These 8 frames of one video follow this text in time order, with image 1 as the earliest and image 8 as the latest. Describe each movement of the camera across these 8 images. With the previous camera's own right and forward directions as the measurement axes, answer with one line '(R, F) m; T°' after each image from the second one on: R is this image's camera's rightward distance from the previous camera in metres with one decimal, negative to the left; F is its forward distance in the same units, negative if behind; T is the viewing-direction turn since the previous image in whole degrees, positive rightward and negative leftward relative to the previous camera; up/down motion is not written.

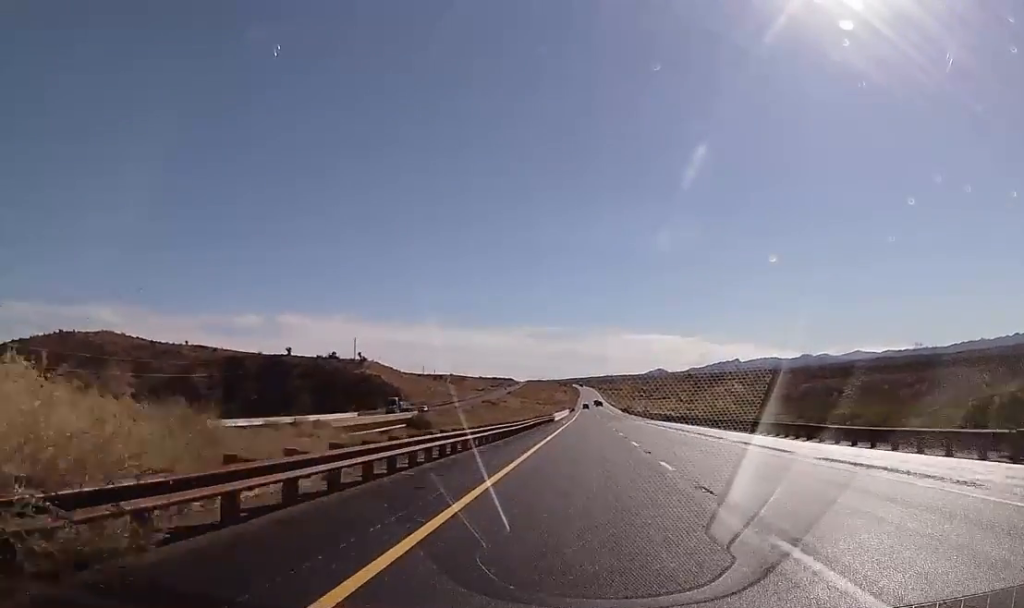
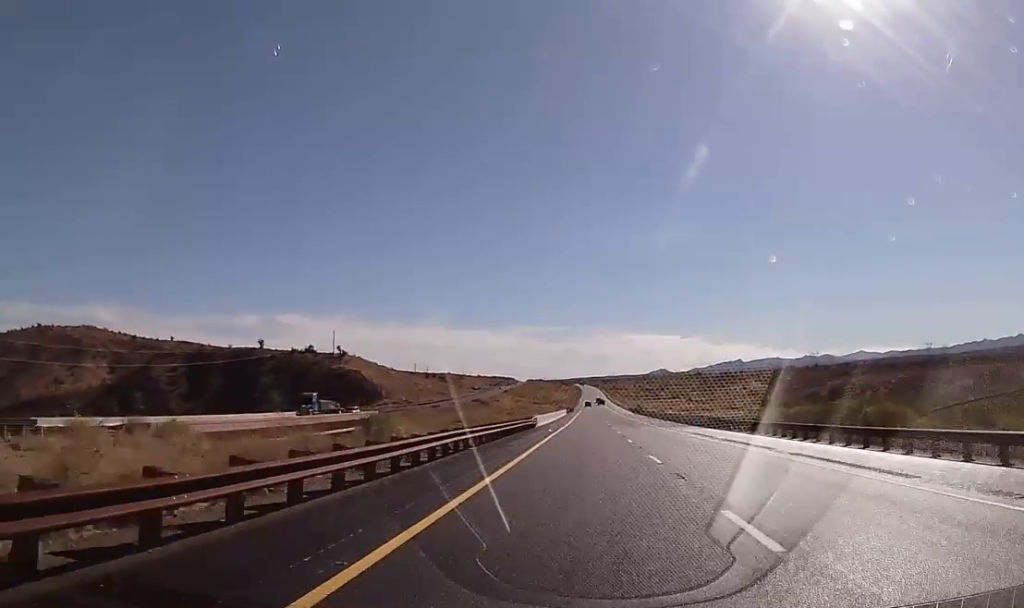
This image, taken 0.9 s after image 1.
(0.0, +34.2) m; -1°
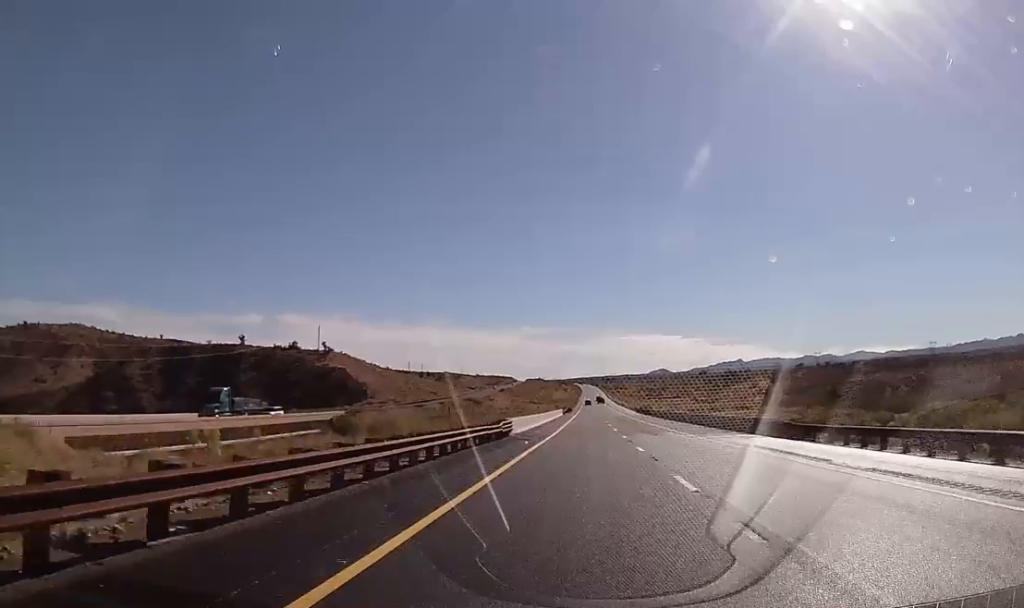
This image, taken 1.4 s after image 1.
(-0.2, +18.9) m; 0°
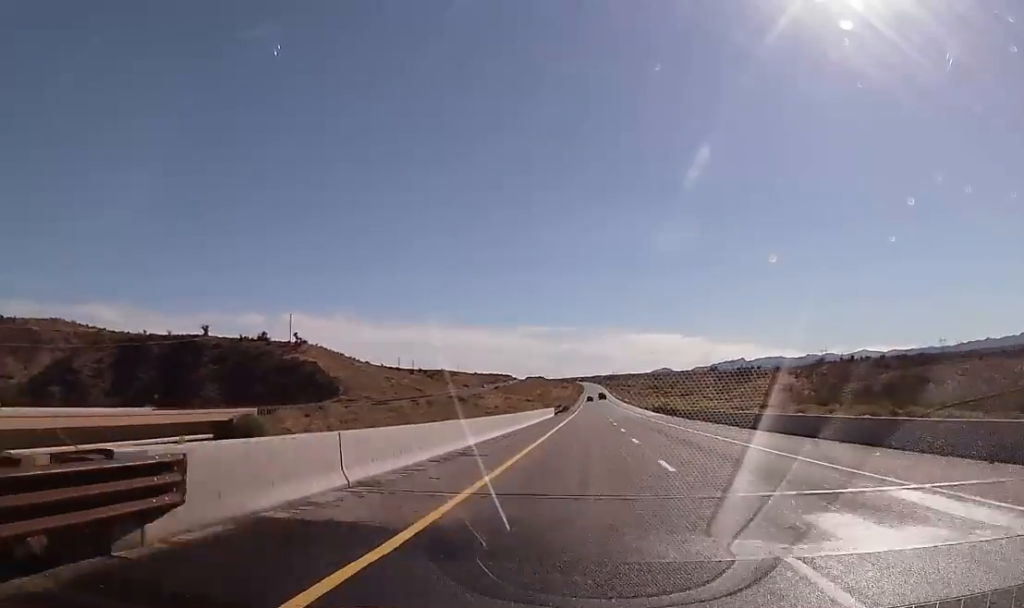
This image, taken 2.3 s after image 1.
(-0.1, +32.7) m; 0°
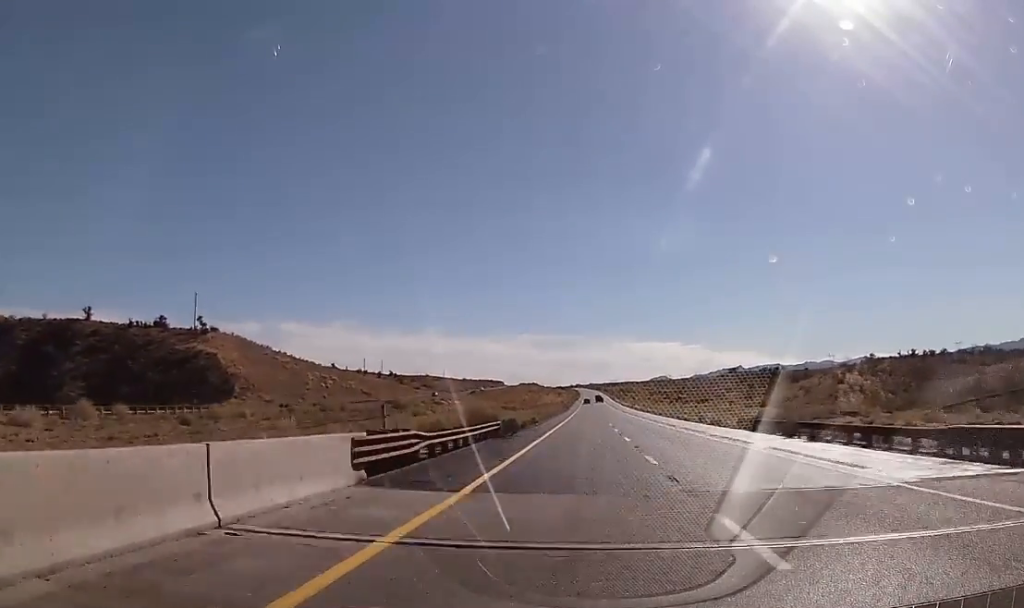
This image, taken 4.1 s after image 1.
(+0.5, +70.3) m; +1°
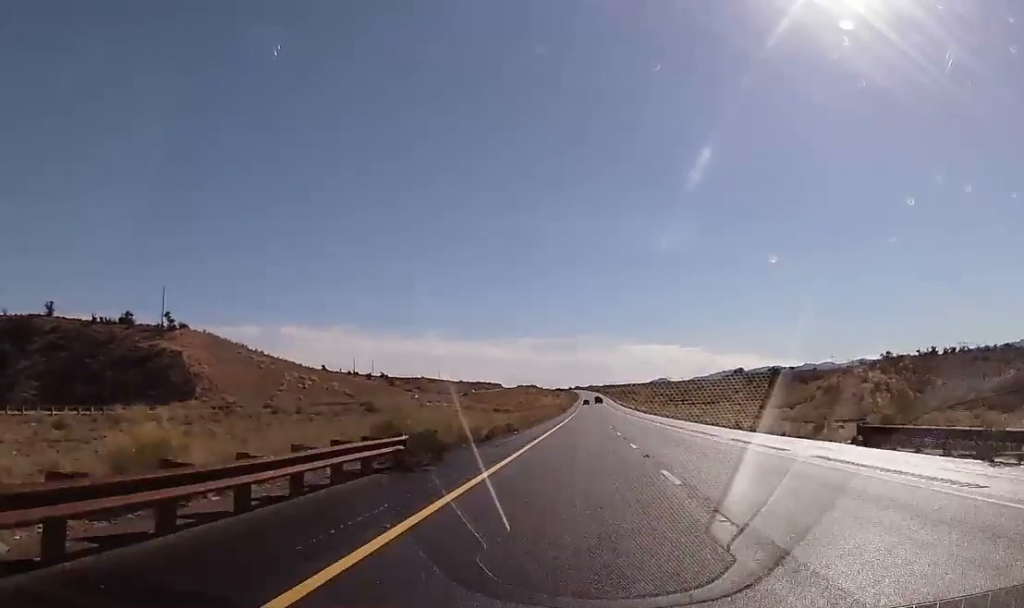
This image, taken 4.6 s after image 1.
(-0.1, +17.5) m; 0°
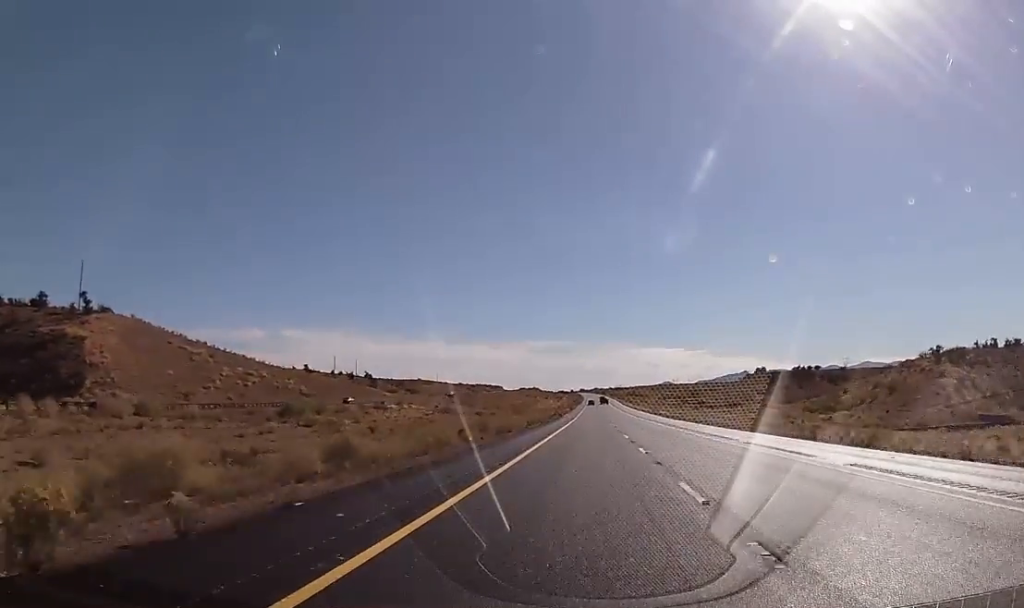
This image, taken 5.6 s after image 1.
(+0.2, +38.8) m; 0°
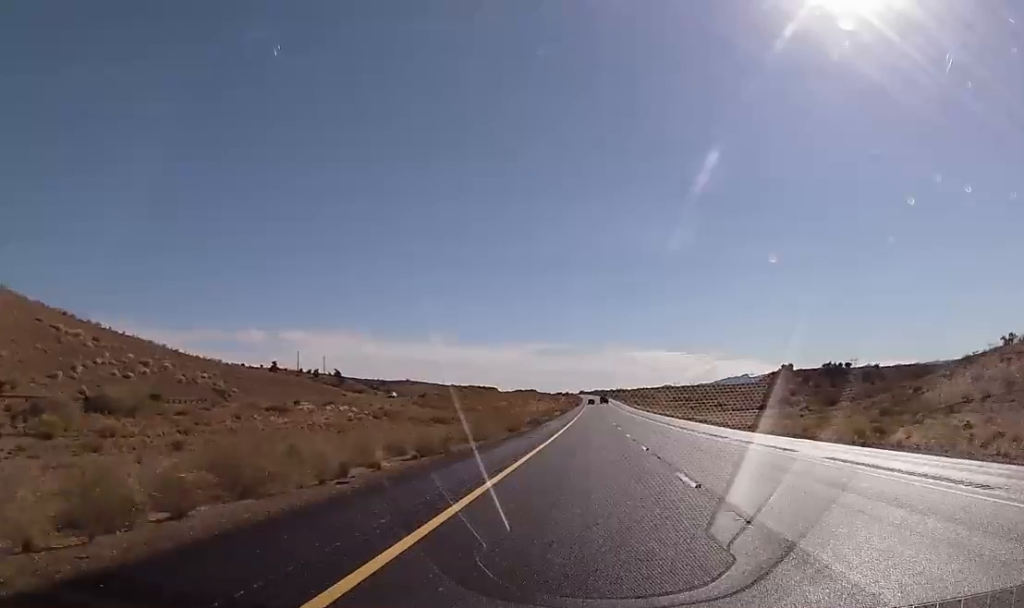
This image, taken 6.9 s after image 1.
(-0.3, +46.3) m; 0°
